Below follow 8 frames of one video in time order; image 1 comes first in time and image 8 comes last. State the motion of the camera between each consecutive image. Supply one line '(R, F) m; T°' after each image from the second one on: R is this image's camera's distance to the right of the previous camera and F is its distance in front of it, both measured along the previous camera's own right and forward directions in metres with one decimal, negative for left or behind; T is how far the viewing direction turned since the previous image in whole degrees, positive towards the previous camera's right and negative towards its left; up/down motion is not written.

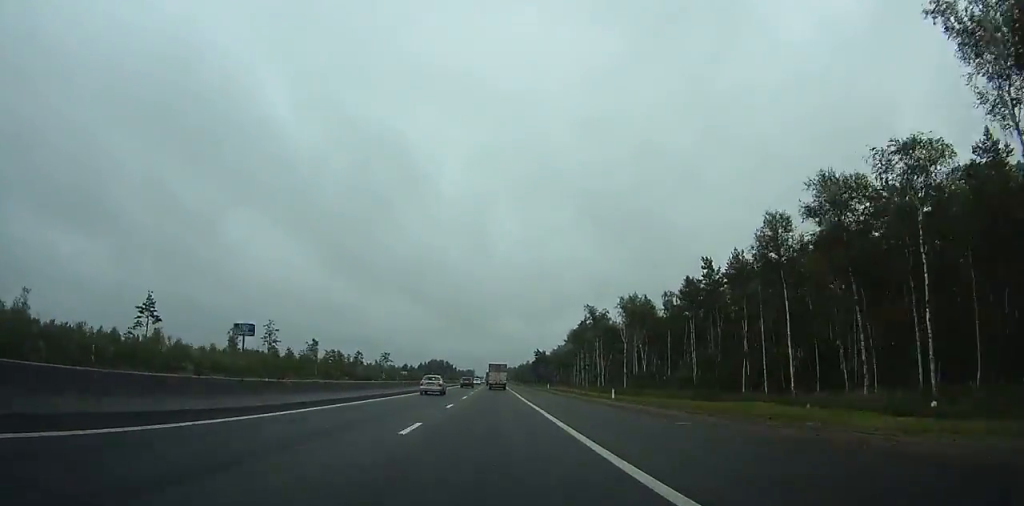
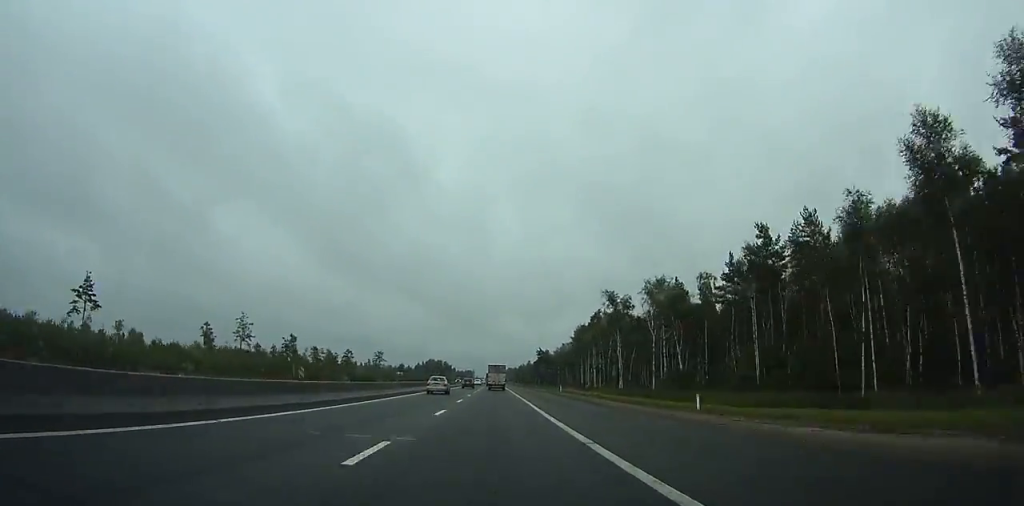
(0.0, +16.6) m; 0°
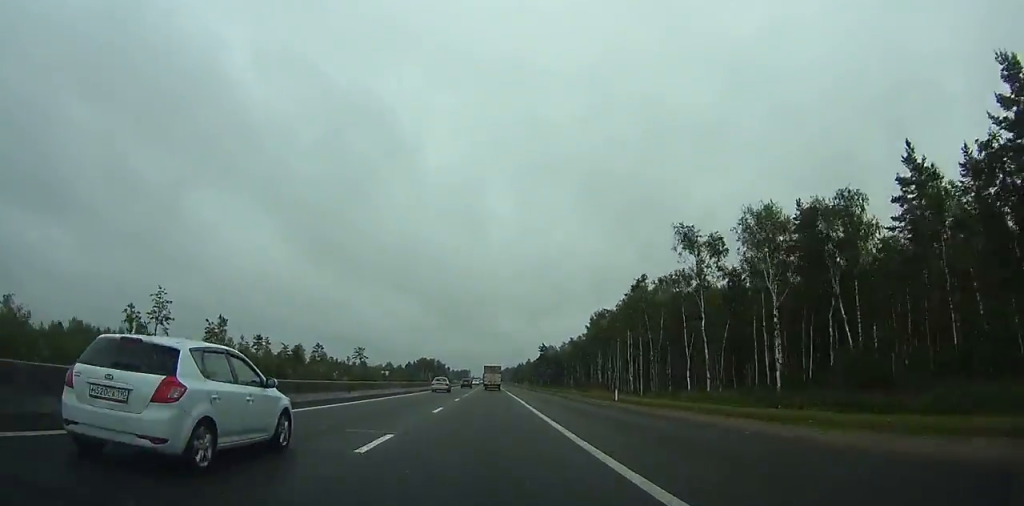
(+0.1, +34.6) m; 0°
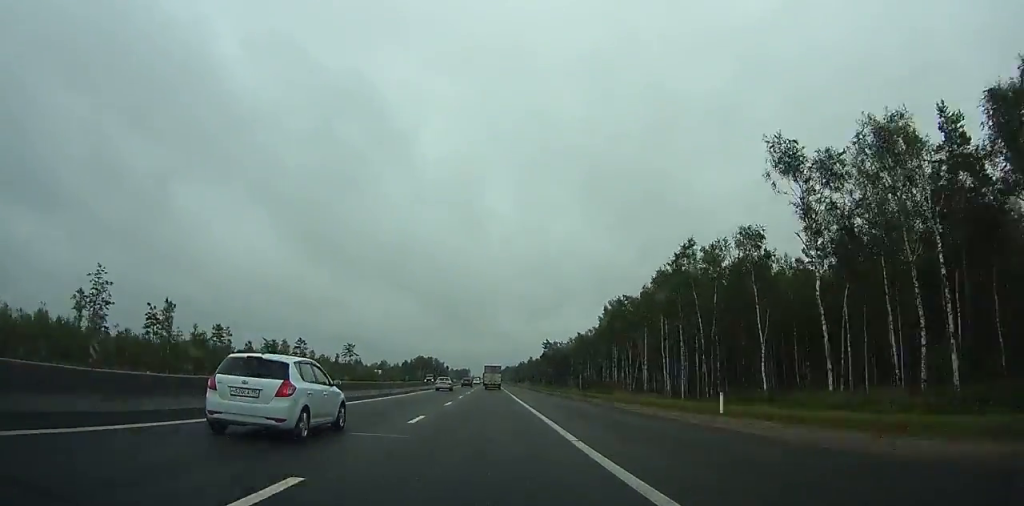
(0.0, +18.0) m; 0°
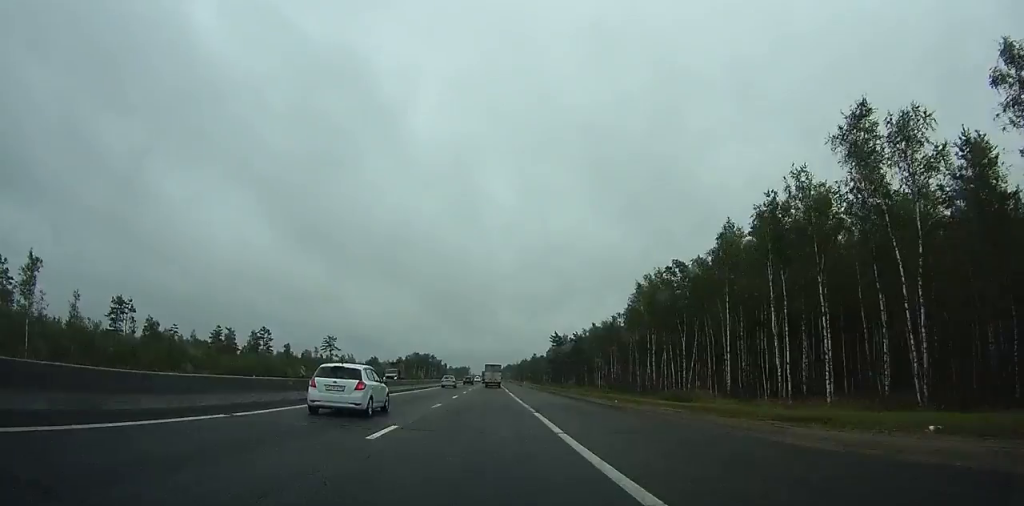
(0.0, +29.0) m; 0°
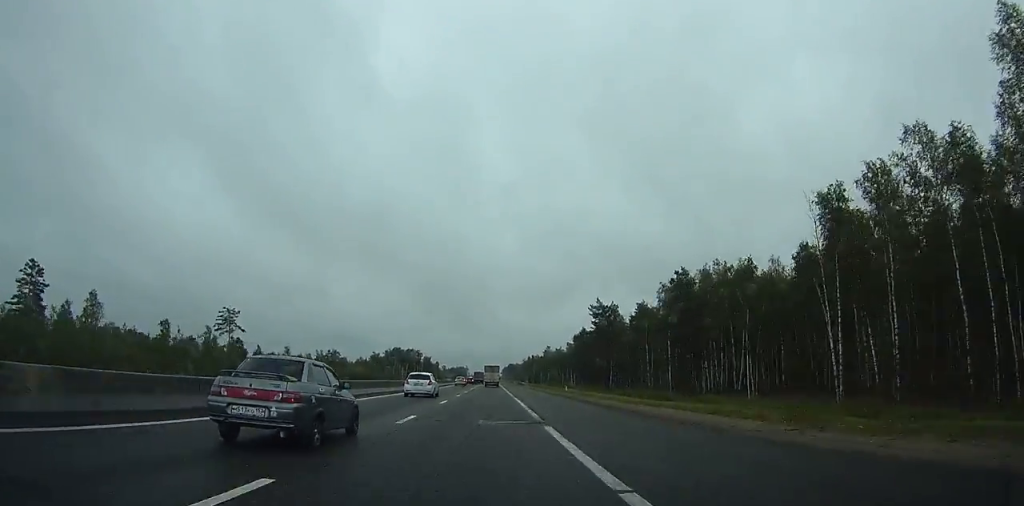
(-0.2, +79.7) m; 0°
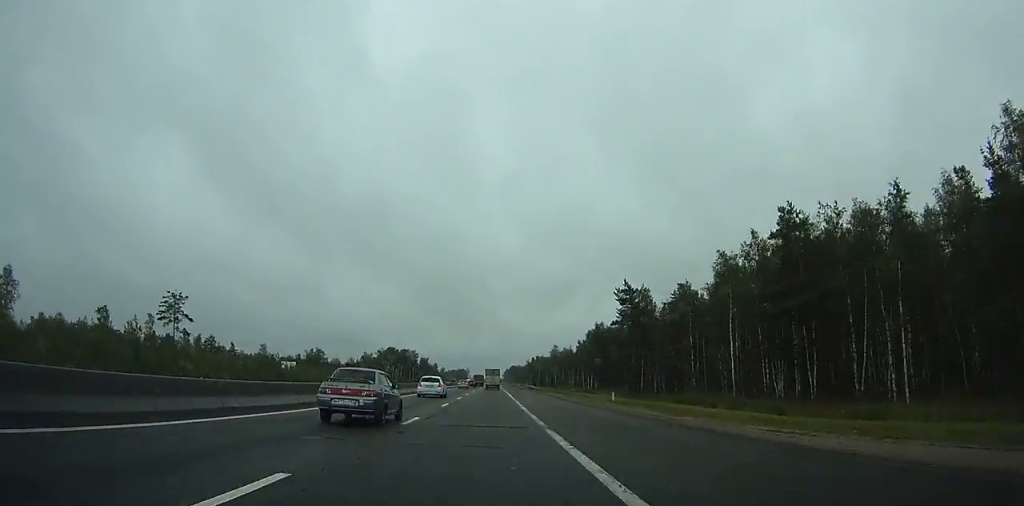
(0.0, +22.9) m; 0°
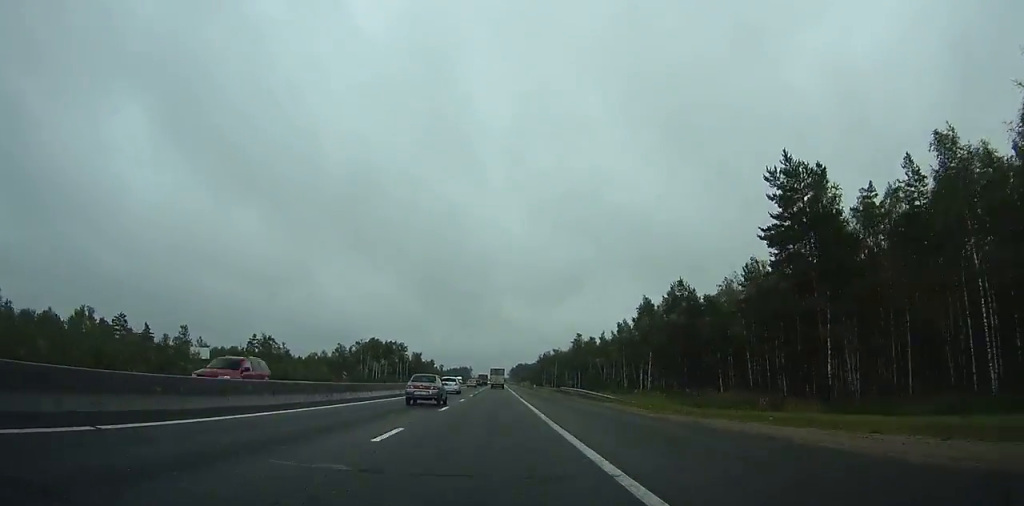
(-0.1, +50.1) m; 0°
